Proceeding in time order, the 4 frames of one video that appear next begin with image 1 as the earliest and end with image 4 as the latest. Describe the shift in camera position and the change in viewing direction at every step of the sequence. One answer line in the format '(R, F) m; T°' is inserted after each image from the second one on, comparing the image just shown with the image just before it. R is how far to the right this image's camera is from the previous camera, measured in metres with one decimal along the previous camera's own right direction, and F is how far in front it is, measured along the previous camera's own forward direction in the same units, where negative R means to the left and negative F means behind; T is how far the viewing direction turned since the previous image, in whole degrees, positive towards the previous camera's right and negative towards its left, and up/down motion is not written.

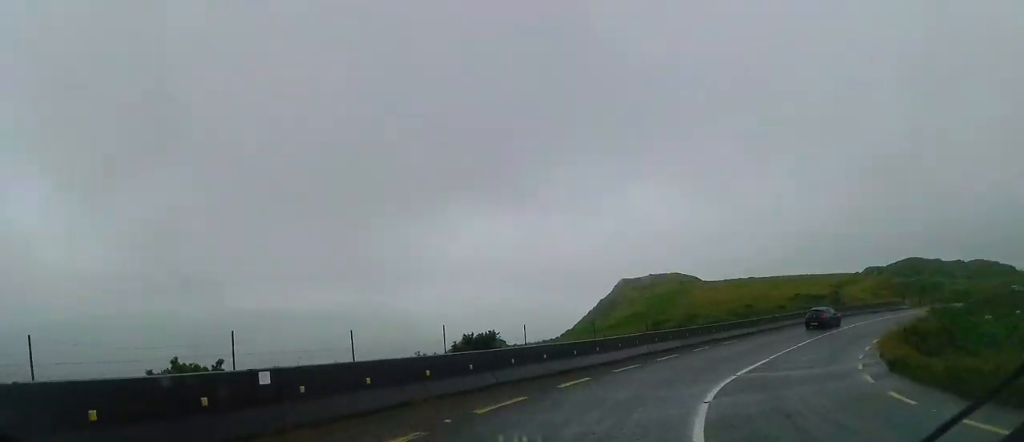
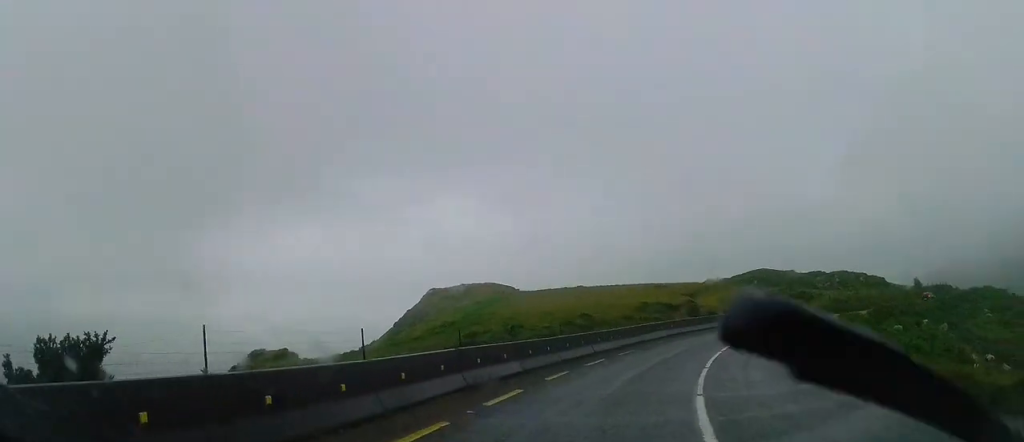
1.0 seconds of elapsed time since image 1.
(+1.2, +11.4) m; +19°
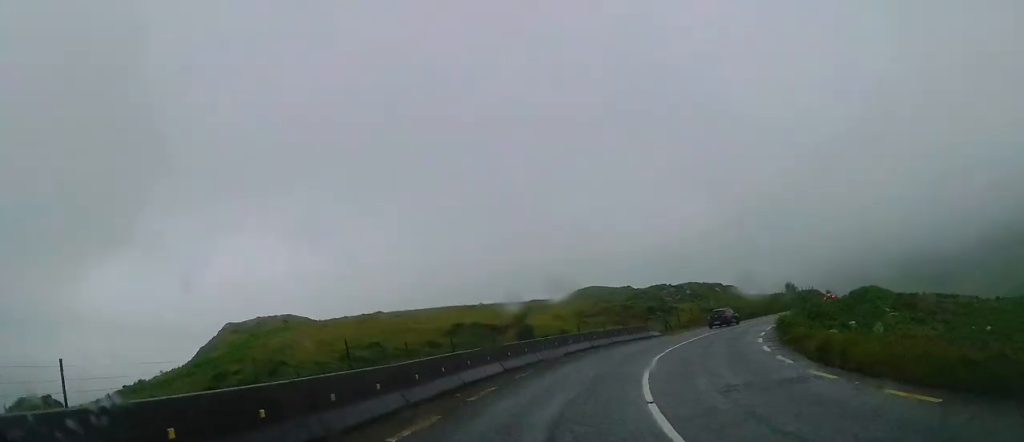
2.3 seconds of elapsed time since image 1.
(+3.8, +15.0) m; +22°
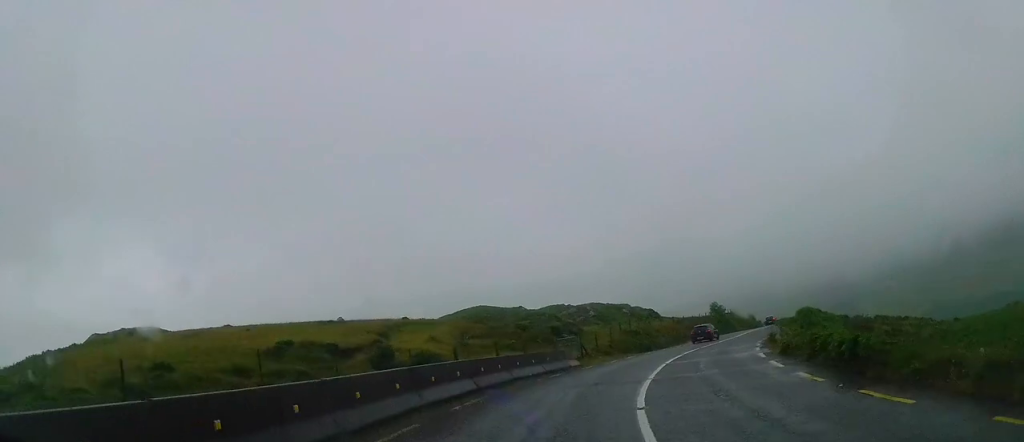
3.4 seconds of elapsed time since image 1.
(+1.6, +13.1) m; +14°
